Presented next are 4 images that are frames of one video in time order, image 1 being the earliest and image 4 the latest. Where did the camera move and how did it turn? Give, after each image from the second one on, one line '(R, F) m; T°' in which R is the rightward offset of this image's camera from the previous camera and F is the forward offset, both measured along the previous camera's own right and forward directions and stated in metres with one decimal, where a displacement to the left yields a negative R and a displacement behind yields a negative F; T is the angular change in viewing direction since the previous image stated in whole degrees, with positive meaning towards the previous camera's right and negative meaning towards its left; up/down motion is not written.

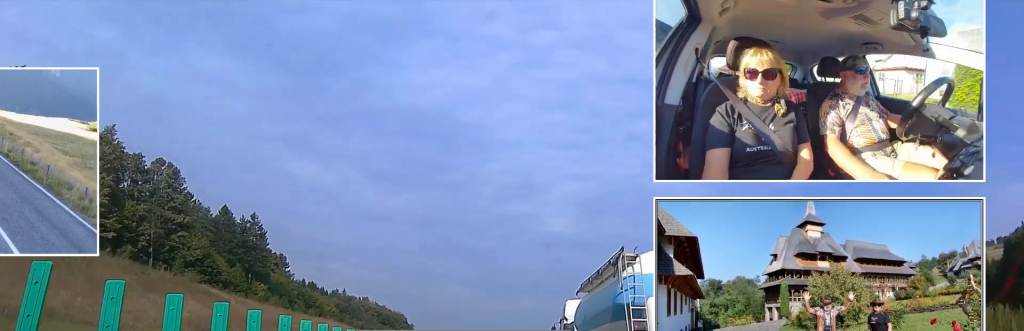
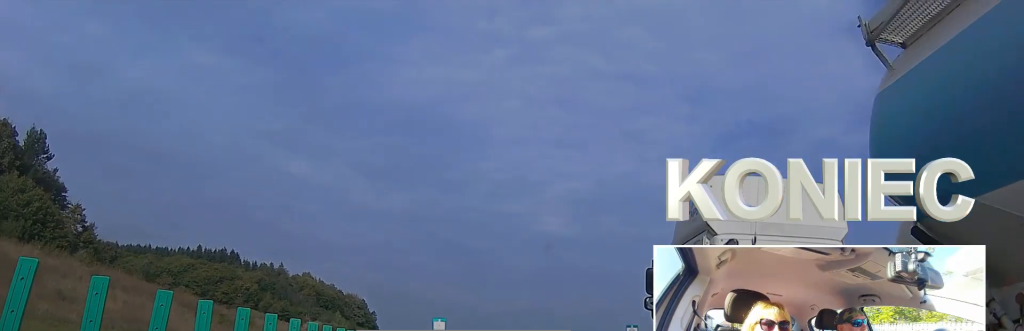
(-1.8, +101.7) m; -2°
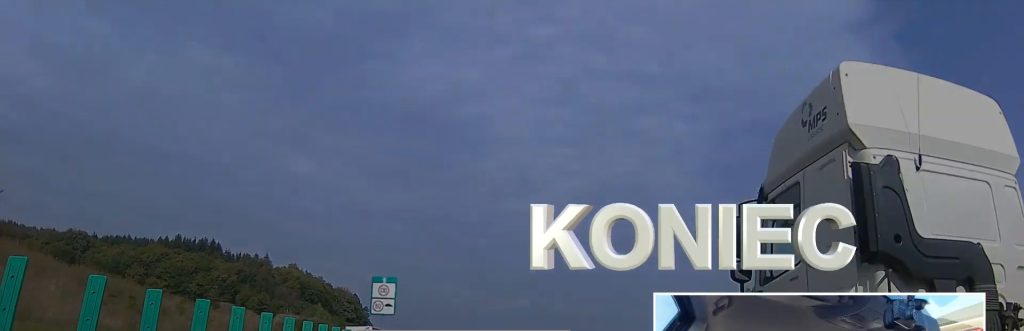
(0.0, +19.3) m; 0°
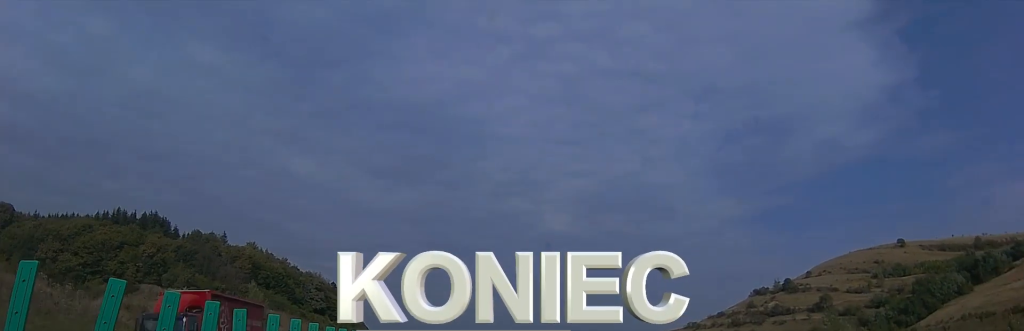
(0.0, +45.7) m; 0°
